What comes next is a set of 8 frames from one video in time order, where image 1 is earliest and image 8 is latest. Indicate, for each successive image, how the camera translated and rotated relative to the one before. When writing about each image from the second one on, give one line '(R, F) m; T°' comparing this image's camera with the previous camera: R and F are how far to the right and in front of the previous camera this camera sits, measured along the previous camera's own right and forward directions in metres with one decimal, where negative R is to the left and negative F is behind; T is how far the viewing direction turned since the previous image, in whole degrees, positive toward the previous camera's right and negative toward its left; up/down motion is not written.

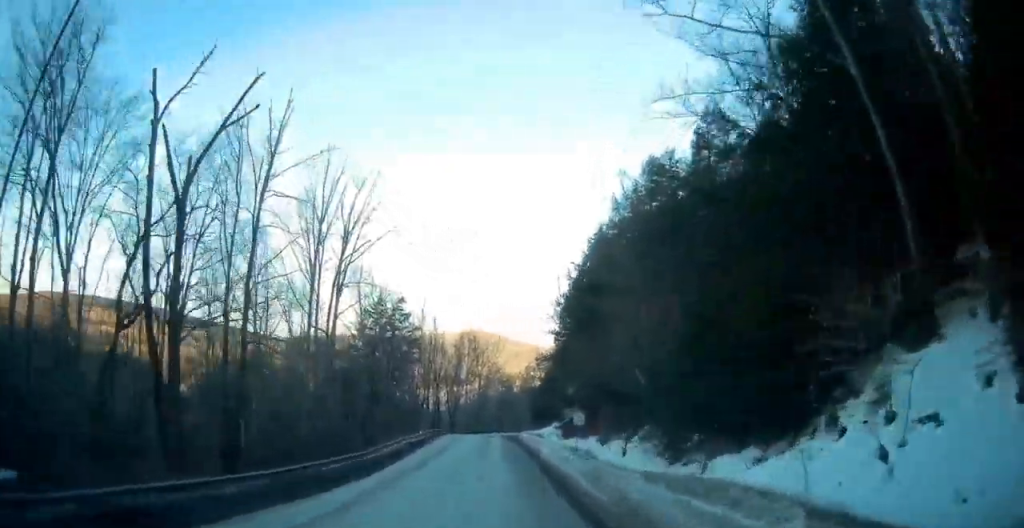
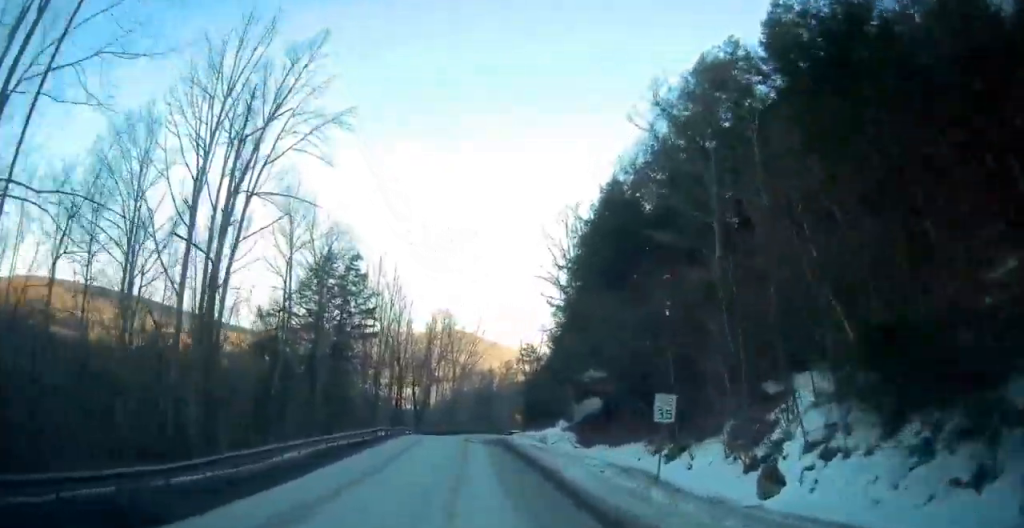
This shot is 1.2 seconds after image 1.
(+1.1, +17.2) m; +5°
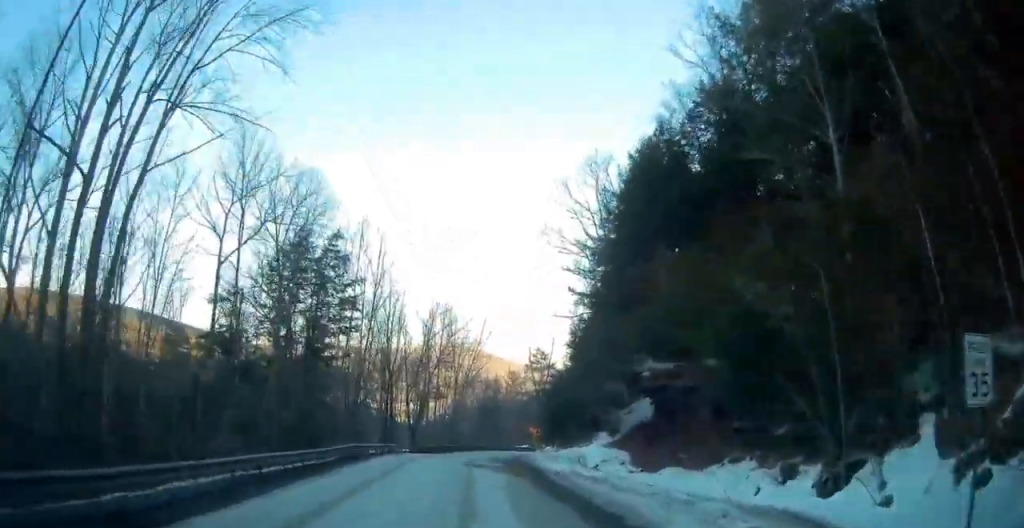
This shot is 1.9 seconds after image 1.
(+0.1, +10.9) m; +2°
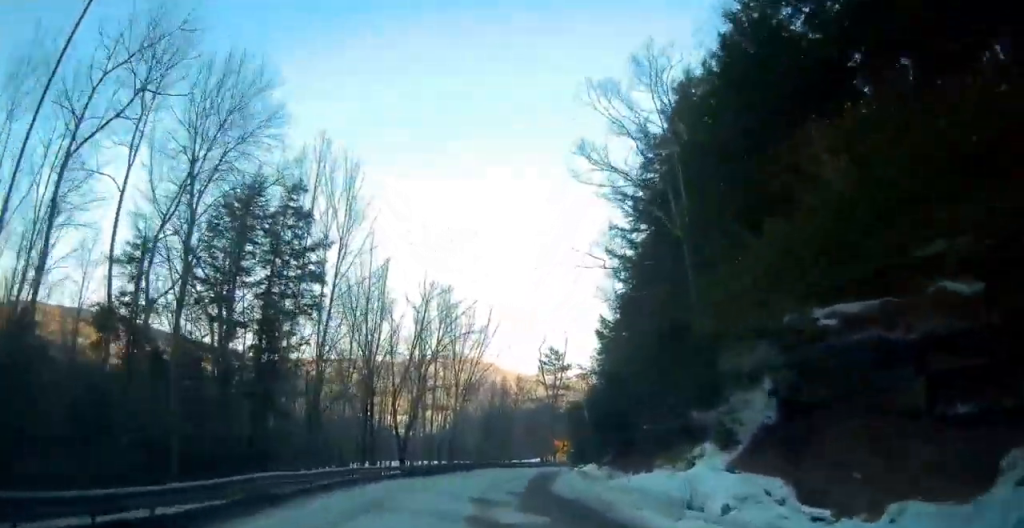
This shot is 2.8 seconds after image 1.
(+0.4, +13.1) m; 0°
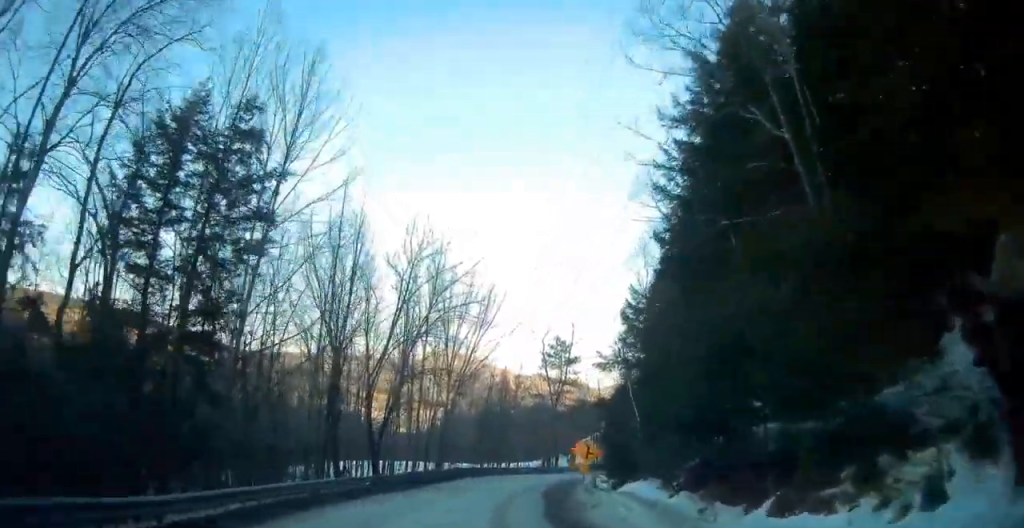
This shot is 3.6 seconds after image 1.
(-0.3, +10.2) m; 0°
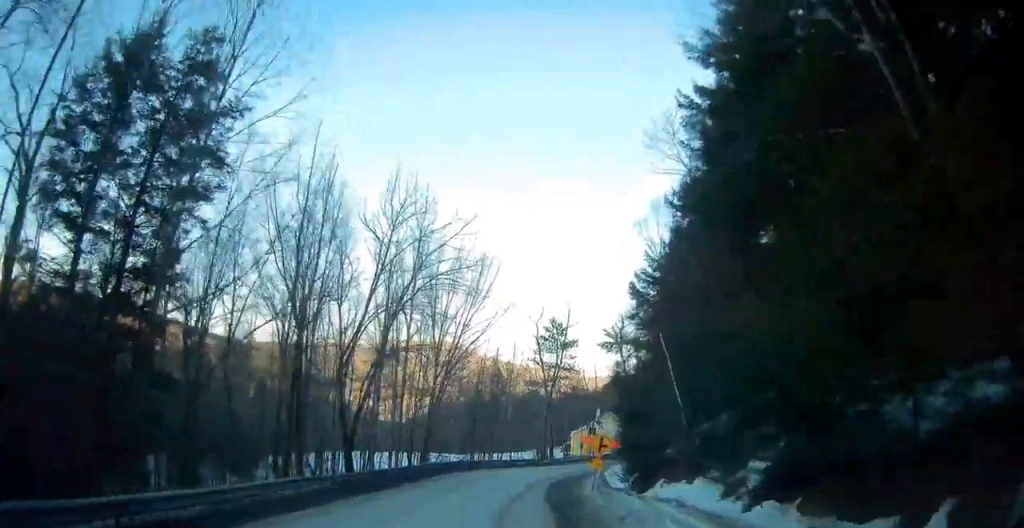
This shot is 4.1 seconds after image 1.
(-0.1, +5.4) m; 0°
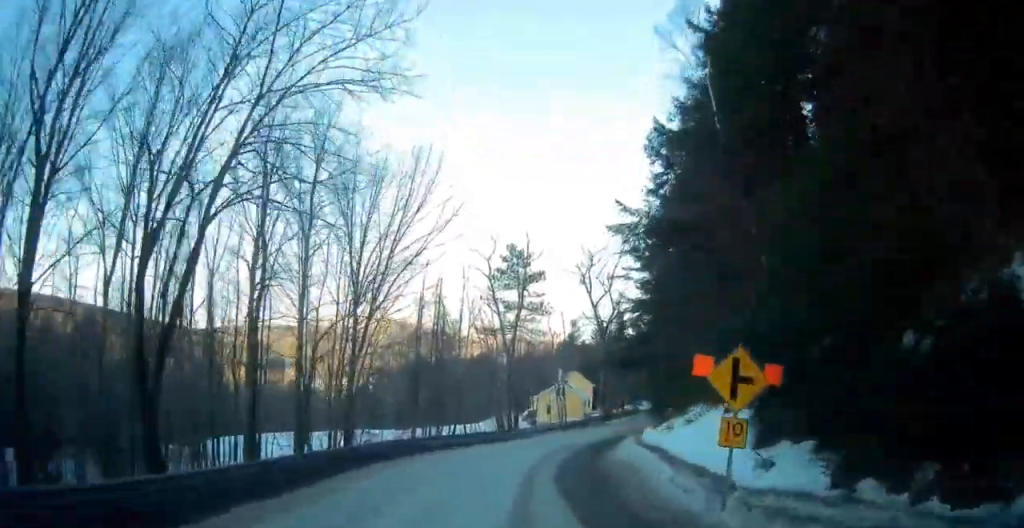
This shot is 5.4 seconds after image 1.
(+0.7, +16.3) m; +4°
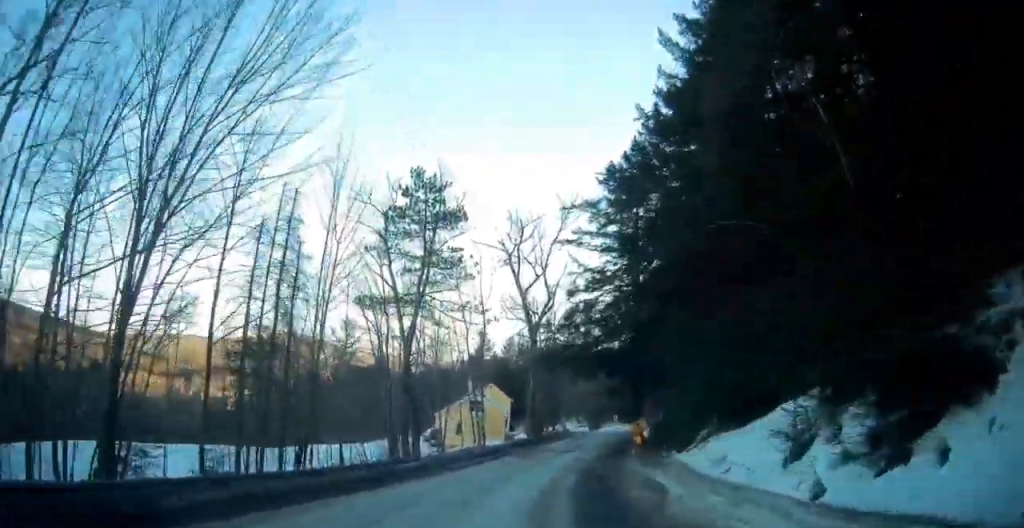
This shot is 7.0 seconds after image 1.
(+0.8, +18.5) m; +8°
